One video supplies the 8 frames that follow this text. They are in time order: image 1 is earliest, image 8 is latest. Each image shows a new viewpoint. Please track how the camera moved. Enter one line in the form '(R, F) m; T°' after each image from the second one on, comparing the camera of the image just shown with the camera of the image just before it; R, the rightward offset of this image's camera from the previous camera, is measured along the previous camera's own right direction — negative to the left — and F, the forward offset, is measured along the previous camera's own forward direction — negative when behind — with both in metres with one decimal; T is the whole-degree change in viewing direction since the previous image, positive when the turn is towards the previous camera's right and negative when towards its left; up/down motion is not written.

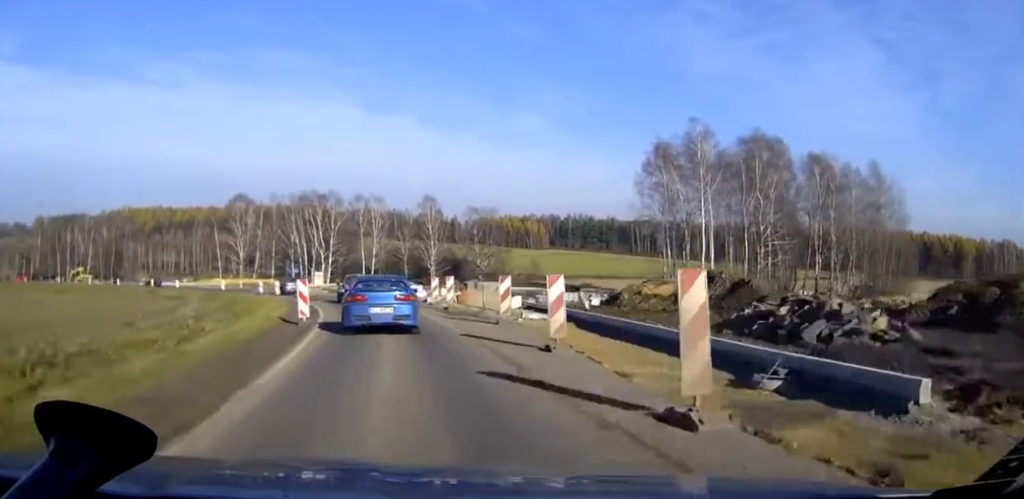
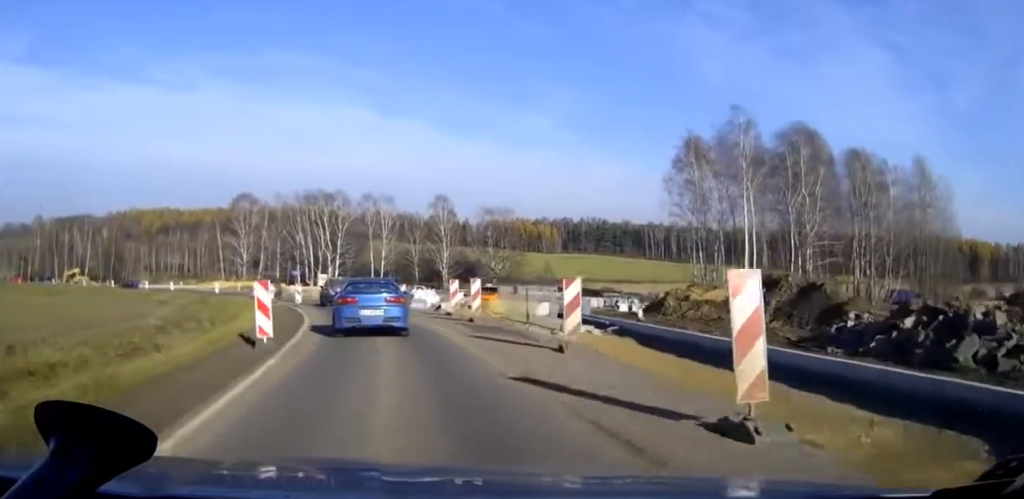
(0.0, +6.9) m; -1°
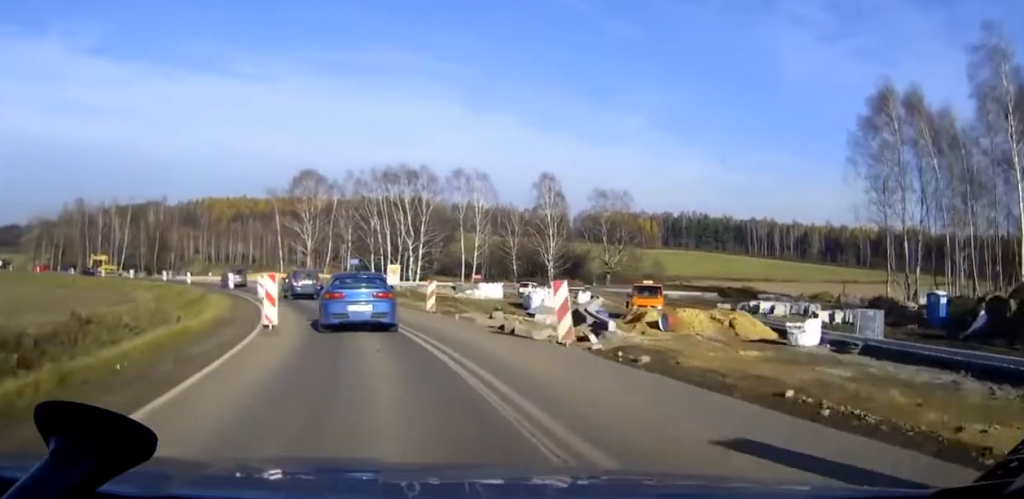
(-1.6, +26.3) m; -9°
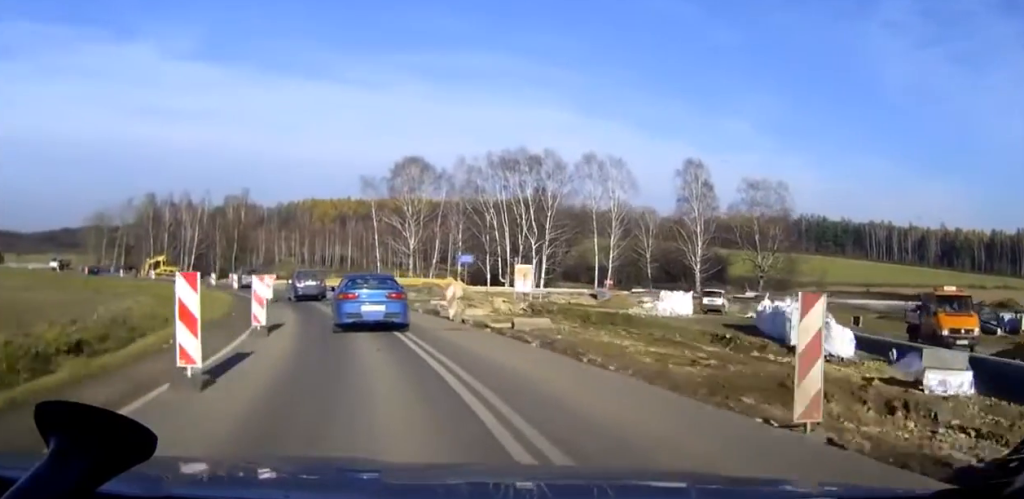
(-1.6, +20.3) m; -8°
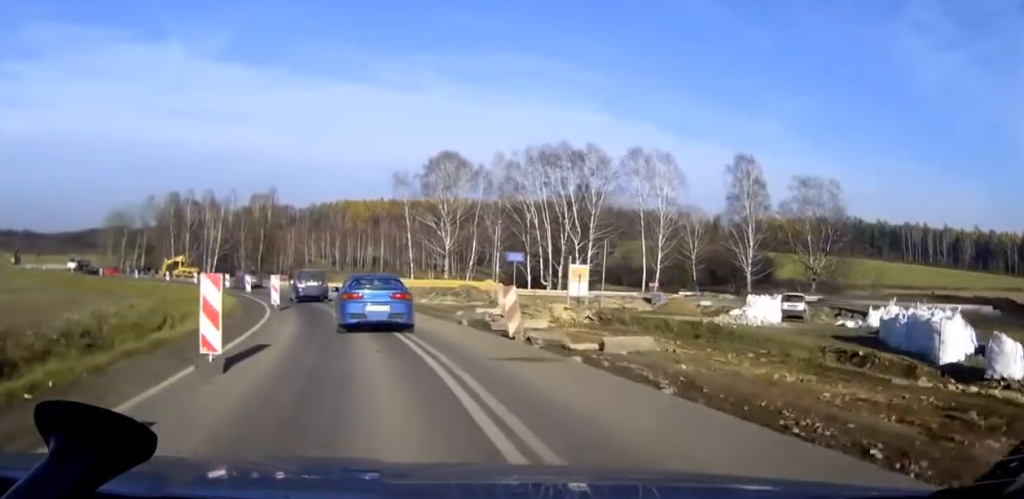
(0.0, +6.3) m; -2°
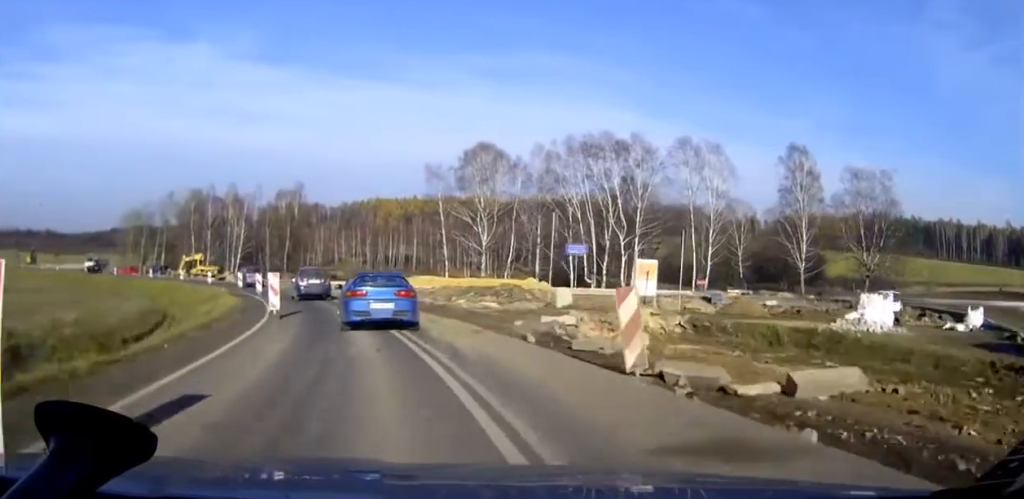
(-0.2, +6.4) m; -2°
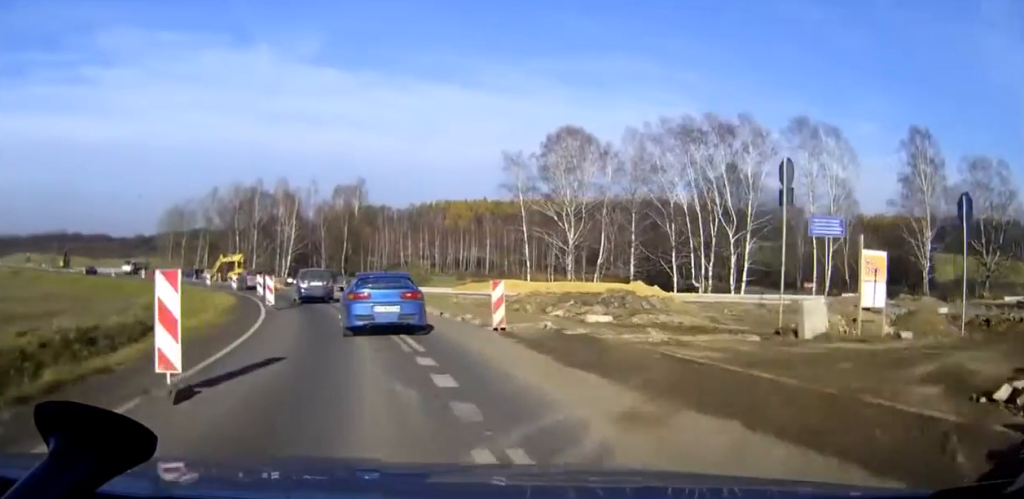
(-0.6, +13.9) m; -5°
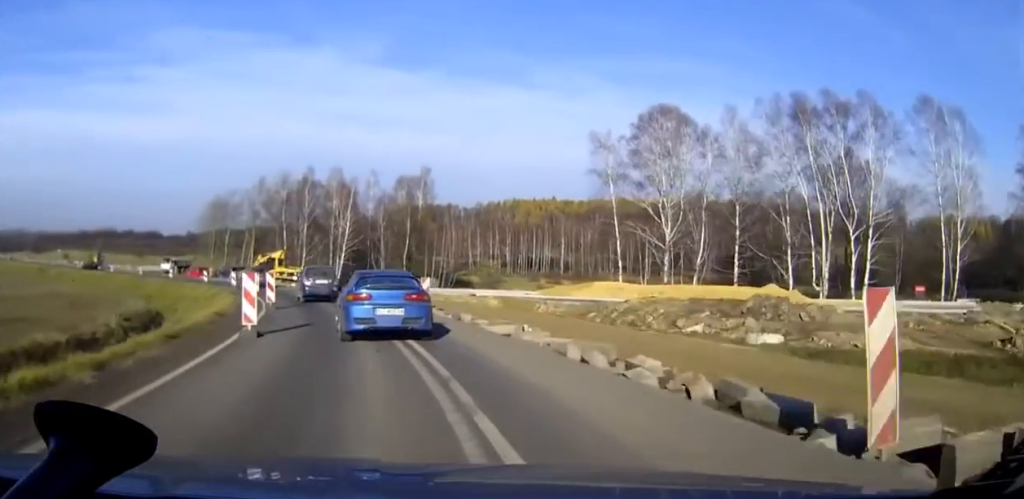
(-0.4, +12.5) m; -5°
